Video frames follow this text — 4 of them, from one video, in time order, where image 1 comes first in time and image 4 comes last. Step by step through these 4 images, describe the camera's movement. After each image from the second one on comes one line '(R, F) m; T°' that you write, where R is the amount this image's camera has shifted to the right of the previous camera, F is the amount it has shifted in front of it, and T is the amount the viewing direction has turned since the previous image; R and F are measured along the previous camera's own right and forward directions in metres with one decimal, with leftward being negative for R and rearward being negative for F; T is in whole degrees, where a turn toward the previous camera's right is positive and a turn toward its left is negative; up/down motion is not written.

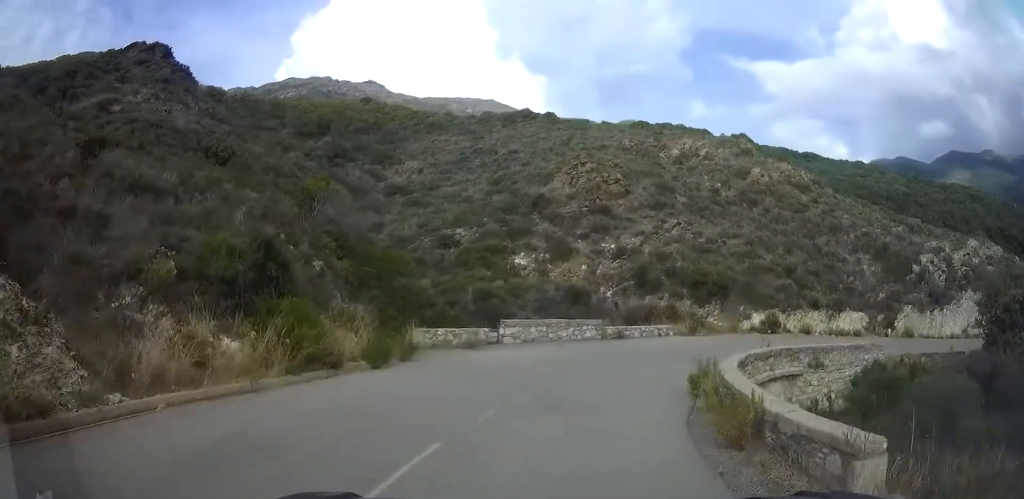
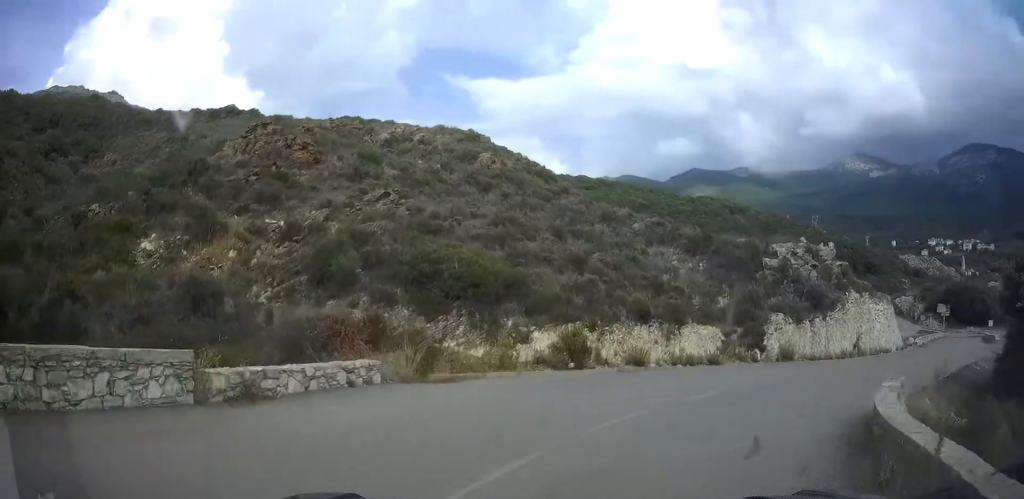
(+1.5, +15.7) m; +23°
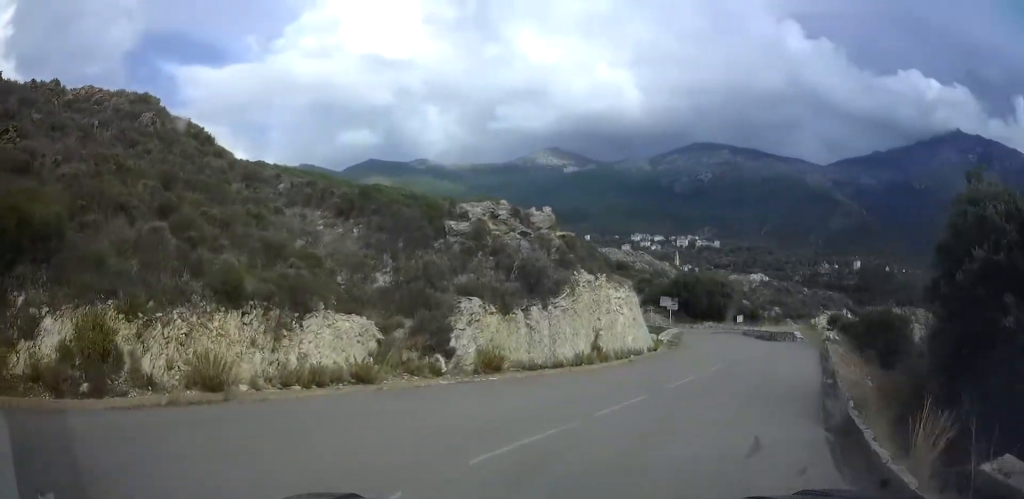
(+2.6, +8.6) m; +30°
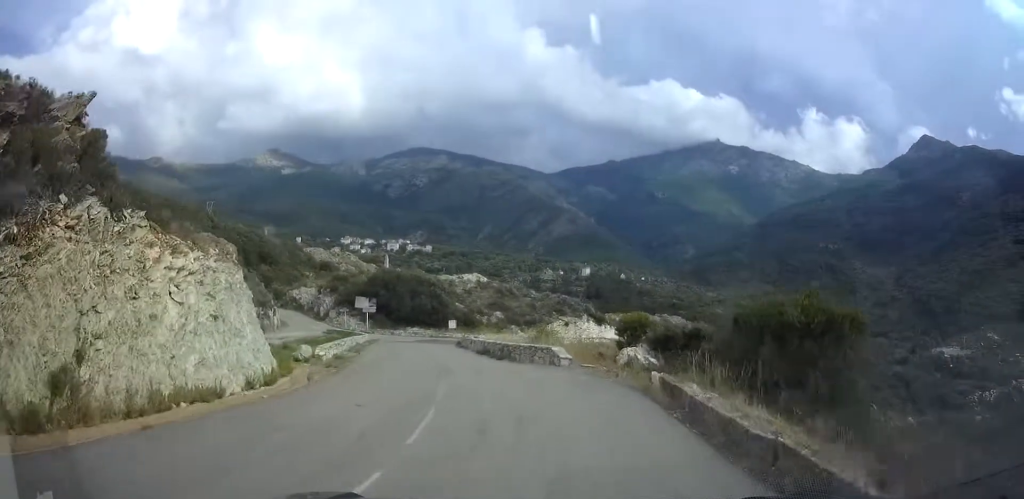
(+3.0, +14.8) m; +15°
